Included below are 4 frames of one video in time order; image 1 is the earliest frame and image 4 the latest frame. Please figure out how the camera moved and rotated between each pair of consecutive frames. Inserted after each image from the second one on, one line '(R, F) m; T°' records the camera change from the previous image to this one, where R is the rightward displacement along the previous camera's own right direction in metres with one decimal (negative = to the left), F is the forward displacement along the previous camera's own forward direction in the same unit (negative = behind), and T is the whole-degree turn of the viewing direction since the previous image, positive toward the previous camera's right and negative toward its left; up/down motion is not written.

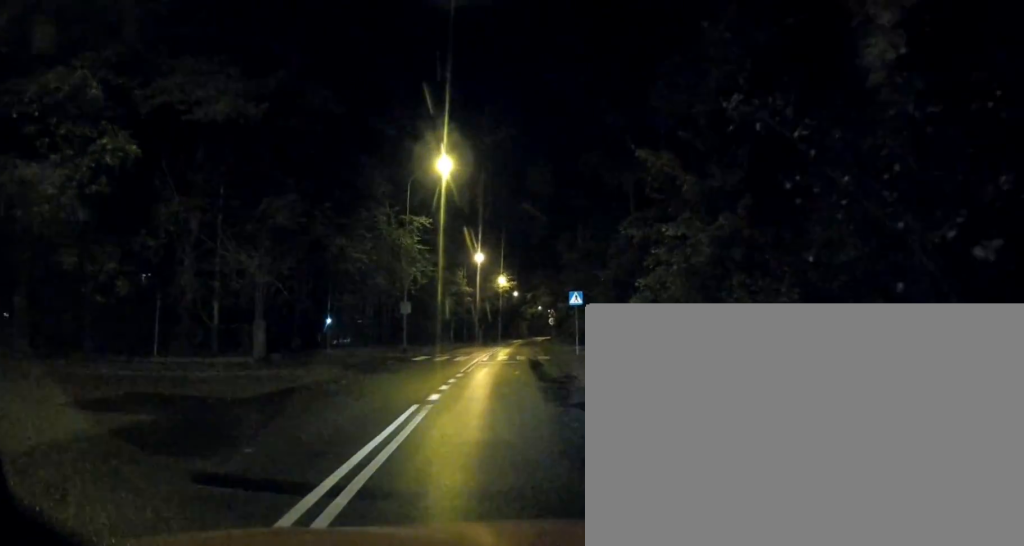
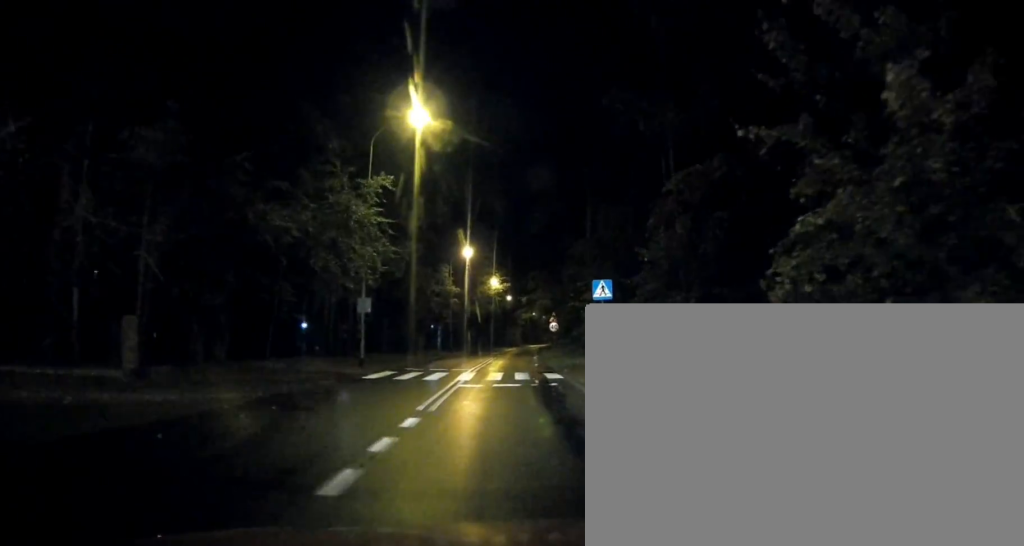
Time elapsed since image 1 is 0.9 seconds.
(+0.1, +8.5) m; +1°
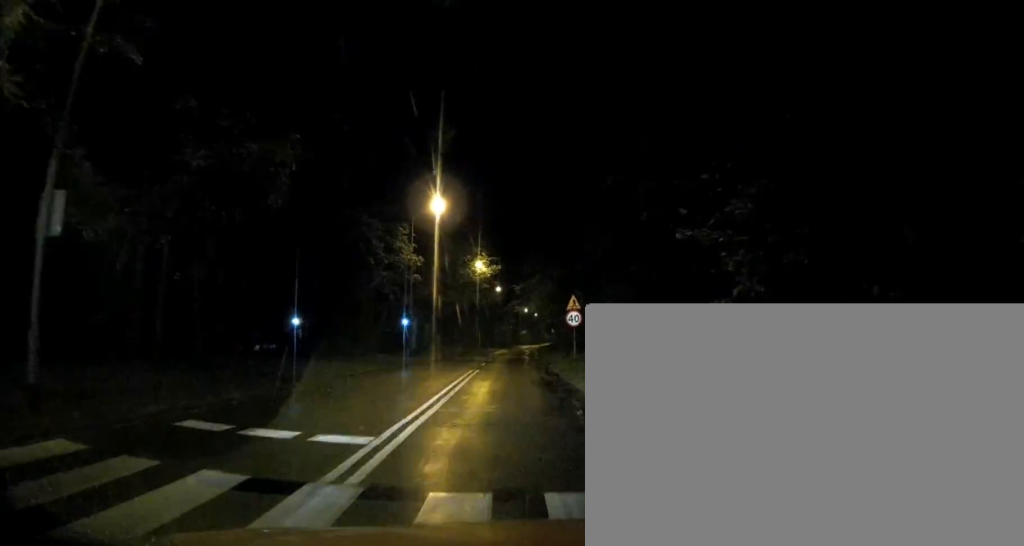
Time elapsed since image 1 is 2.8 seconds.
(0.0, +17.0) m; -1°
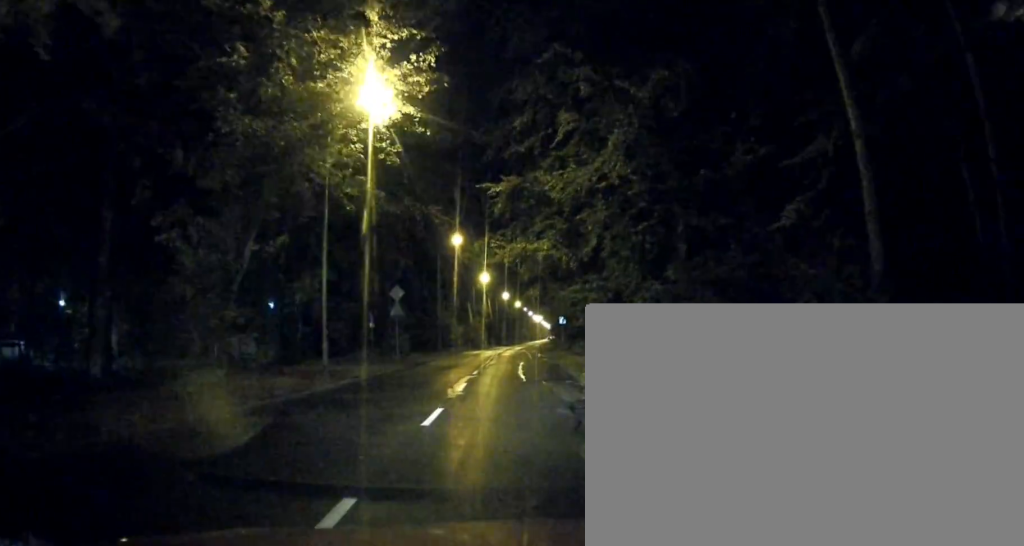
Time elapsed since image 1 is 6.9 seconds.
(+1.8, +43.0) m; +4°
